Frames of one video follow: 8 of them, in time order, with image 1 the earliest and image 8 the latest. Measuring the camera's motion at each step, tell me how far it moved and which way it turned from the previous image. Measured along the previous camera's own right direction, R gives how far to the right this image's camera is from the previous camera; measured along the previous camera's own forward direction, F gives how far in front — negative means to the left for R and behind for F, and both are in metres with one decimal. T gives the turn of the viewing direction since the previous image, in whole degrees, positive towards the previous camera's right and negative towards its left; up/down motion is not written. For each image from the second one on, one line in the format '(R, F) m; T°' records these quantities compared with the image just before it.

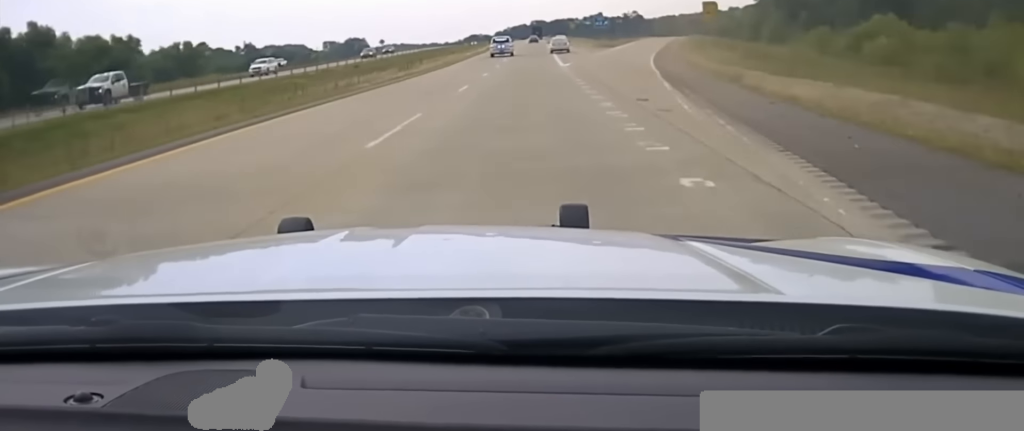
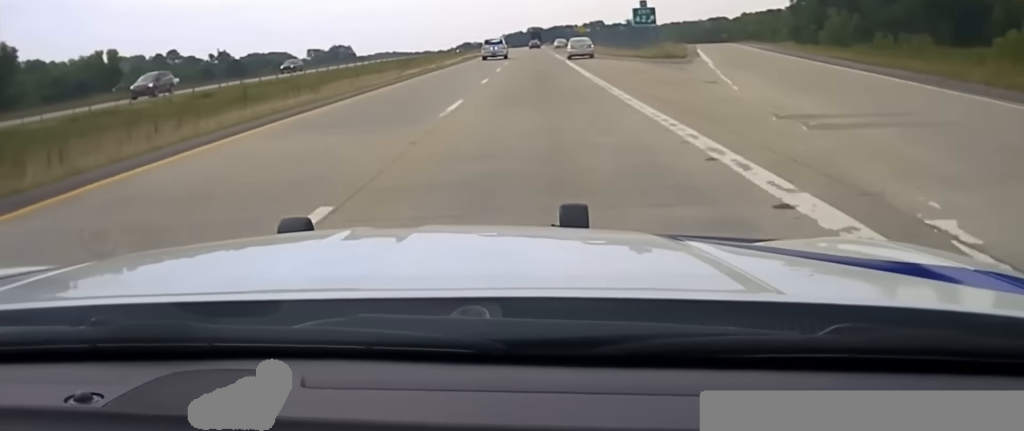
(-0.2, +45.0) m; 0°
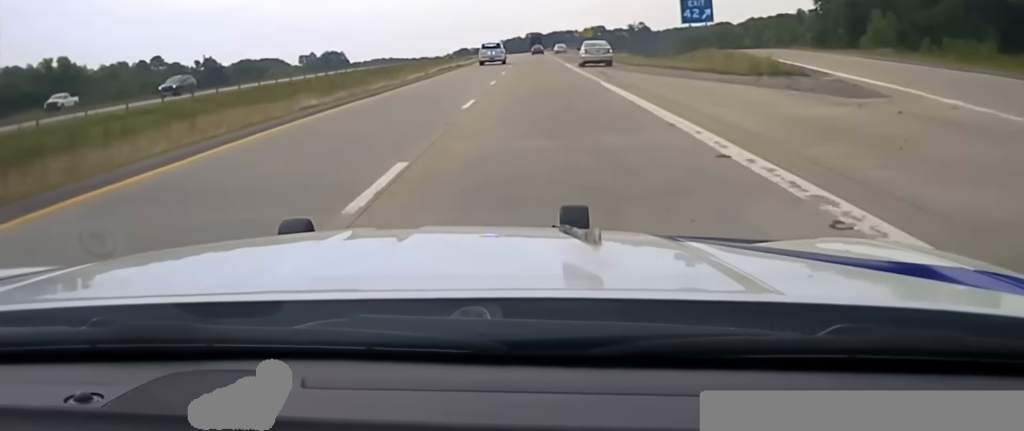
(0.0, +23.1) m; 0°
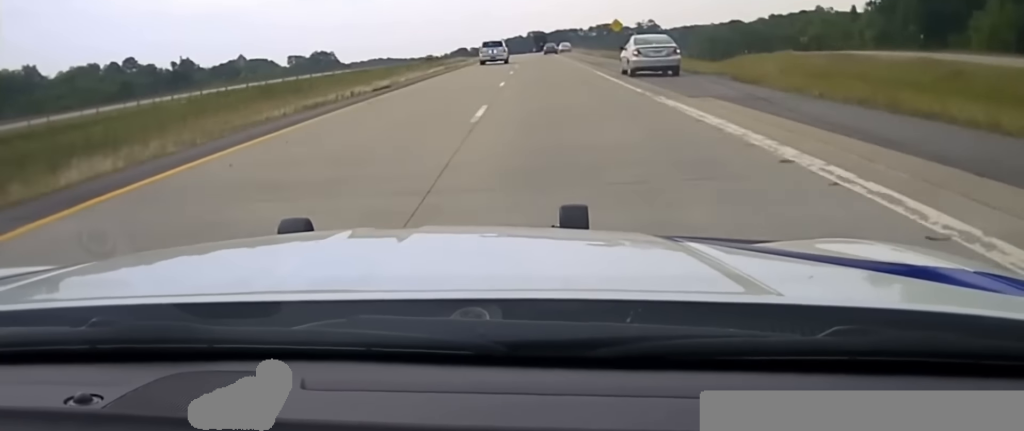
(+0.2, +39.1) m; 0°
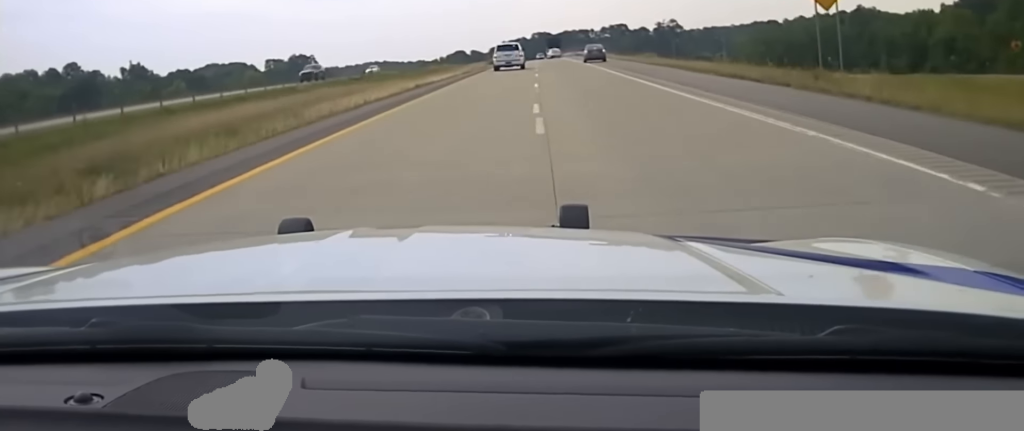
(-0.1, +69.6) m; 0°
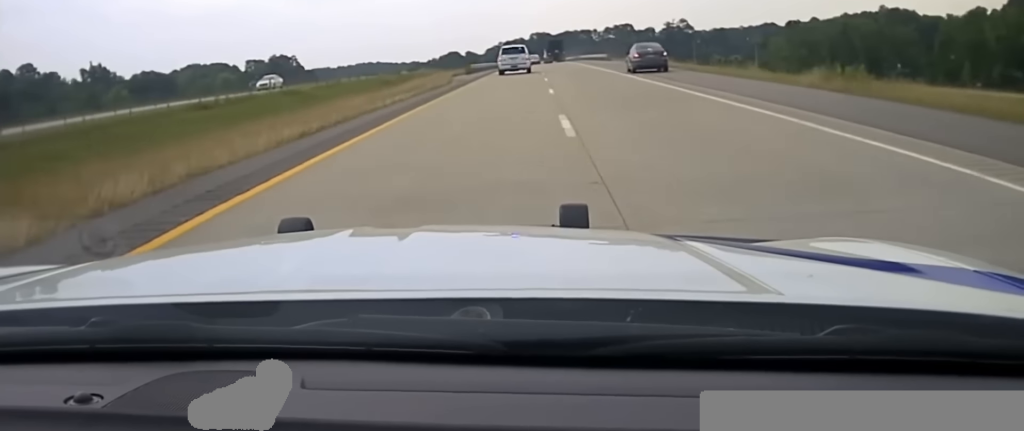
(-0.1, +35.4) m; 0°
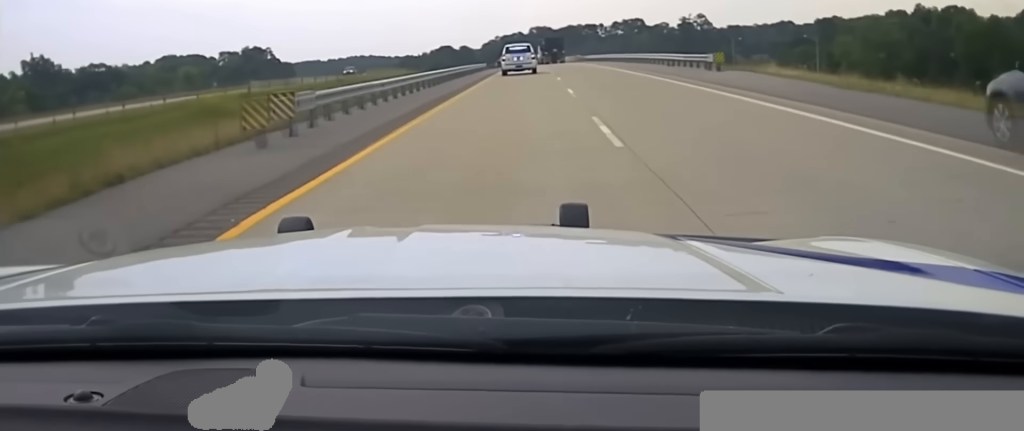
(0.0, +49.3) m; 0°
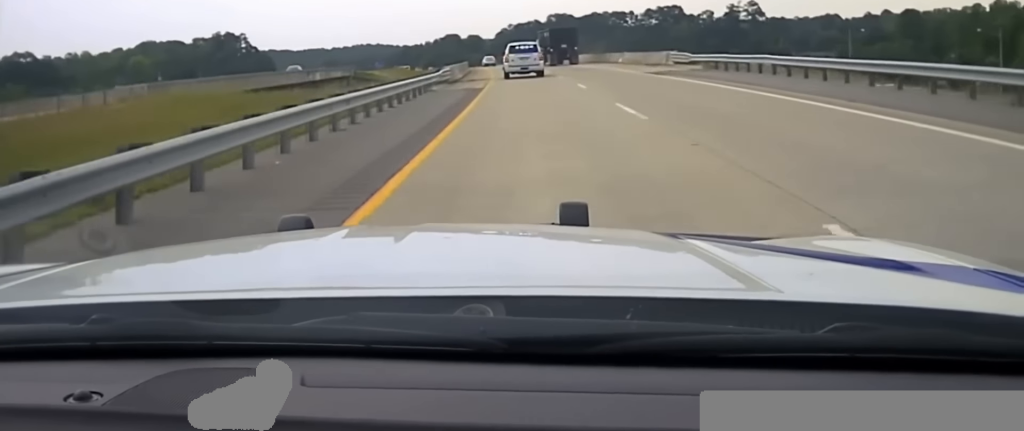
(-0.4, +74.1) m; -1°
